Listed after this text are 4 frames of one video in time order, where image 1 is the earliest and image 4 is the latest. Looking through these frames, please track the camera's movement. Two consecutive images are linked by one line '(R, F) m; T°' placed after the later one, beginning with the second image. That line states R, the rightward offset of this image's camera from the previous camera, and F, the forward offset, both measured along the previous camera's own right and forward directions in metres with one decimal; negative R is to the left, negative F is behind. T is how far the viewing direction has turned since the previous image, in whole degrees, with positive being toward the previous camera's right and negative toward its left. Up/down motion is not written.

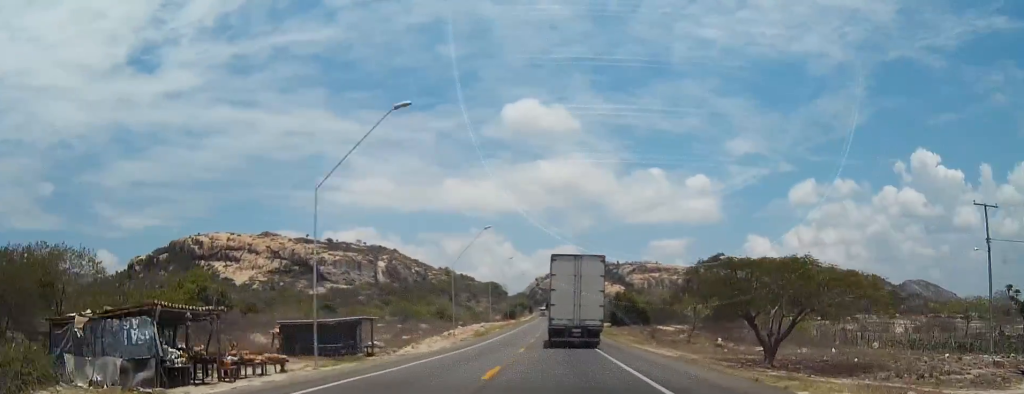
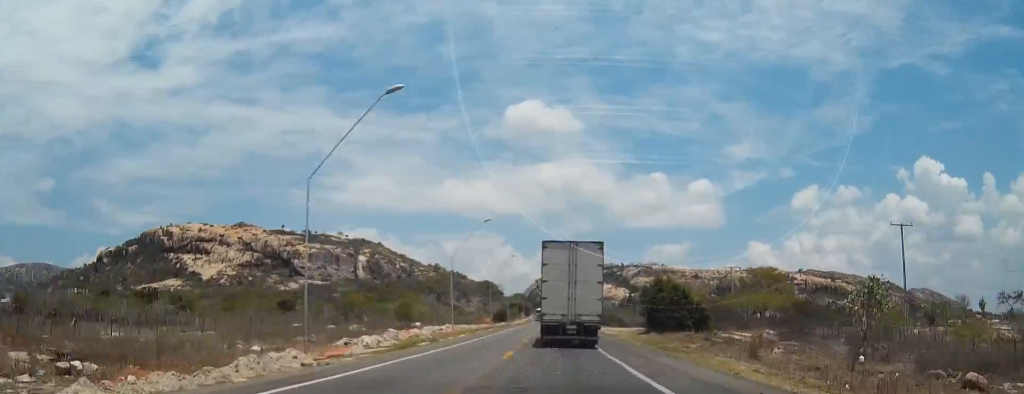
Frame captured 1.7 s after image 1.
(0.0, +40.7) m; 0°
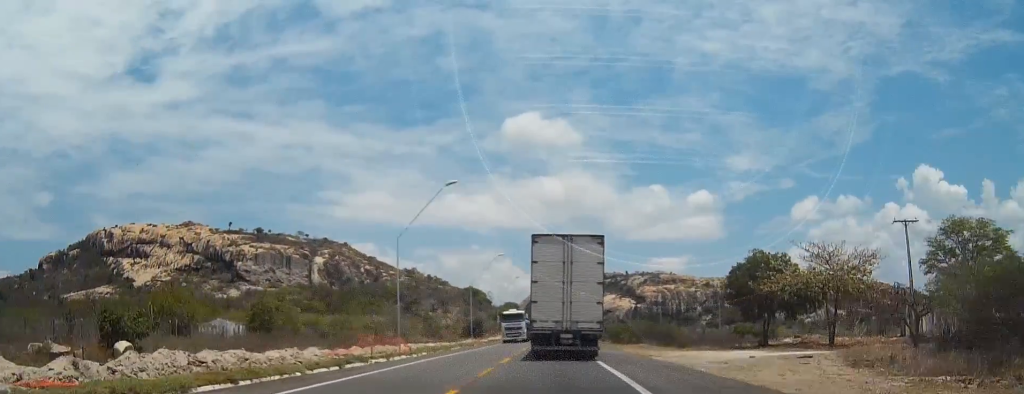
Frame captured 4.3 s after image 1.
(0.0, +62.5) m; 0°
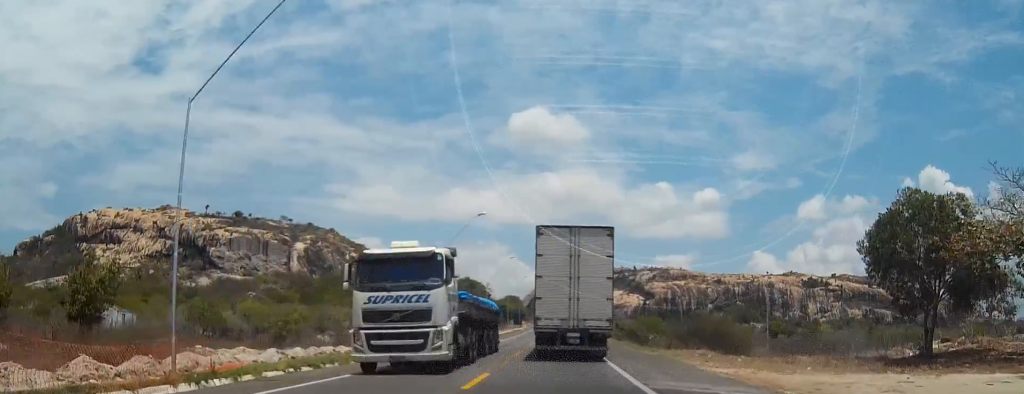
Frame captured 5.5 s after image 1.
(0.0, +28.0) m; 0°
